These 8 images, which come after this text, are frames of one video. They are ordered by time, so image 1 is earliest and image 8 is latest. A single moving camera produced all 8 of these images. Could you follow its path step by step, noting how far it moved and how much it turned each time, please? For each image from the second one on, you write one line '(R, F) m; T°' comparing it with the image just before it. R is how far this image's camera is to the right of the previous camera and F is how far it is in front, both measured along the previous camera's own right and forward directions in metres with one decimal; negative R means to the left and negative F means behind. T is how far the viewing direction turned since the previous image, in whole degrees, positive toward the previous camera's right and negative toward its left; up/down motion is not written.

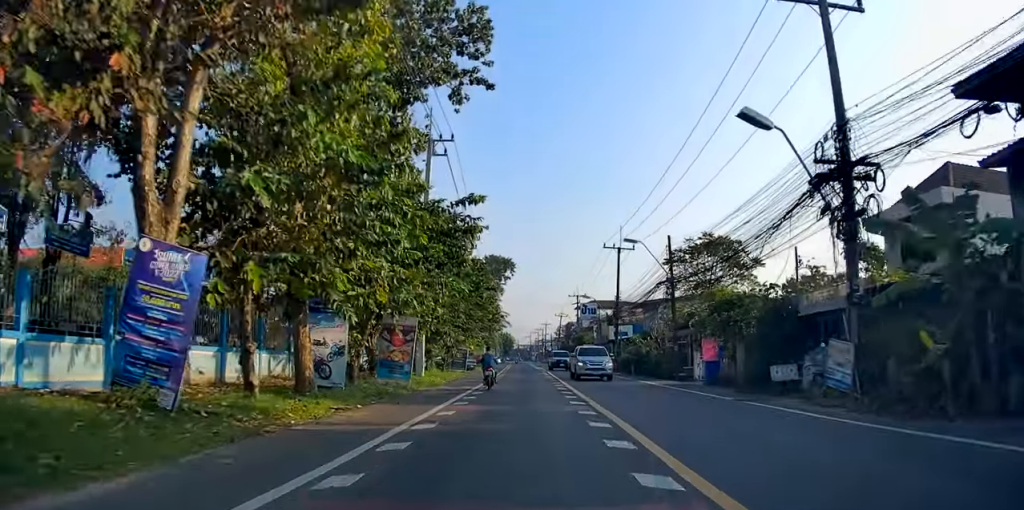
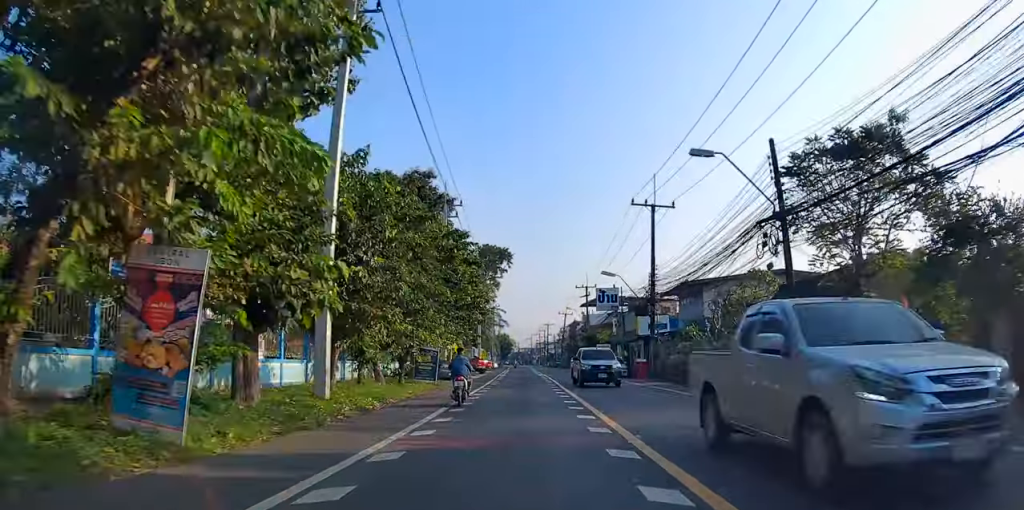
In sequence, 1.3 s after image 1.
(+0.1, +15.7) m; 0°
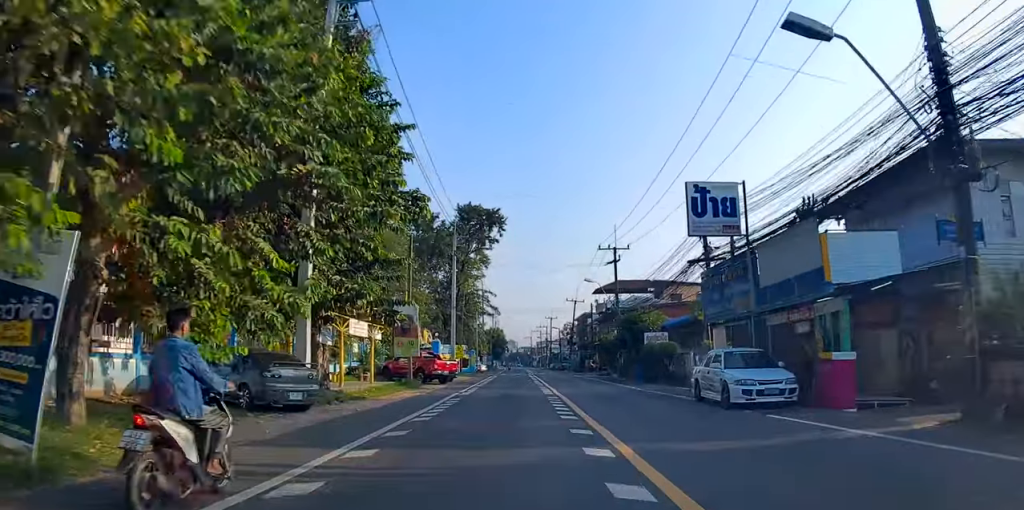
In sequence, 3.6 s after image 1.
(+0.8, +27.8) m; +4°
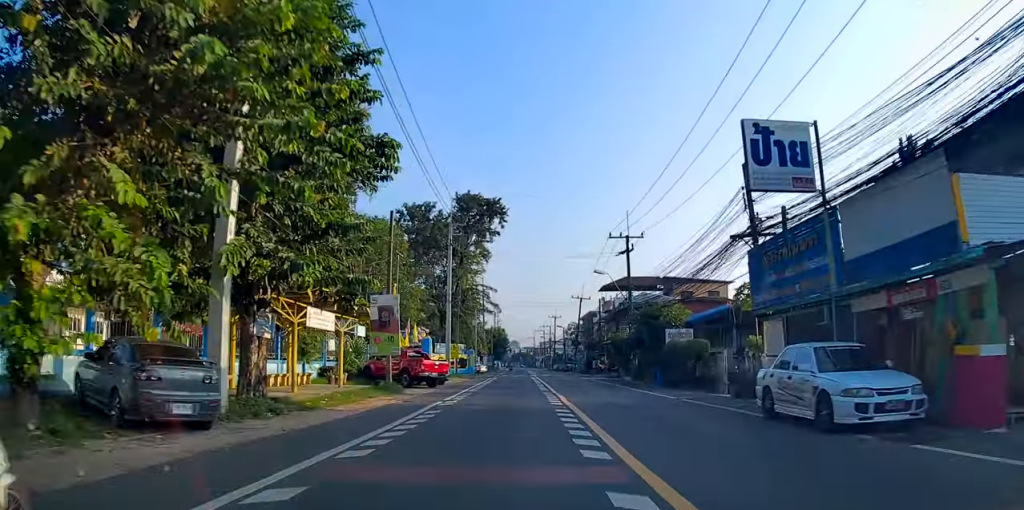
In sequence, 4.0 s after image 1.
(+0.3, +5.5) m; 0°
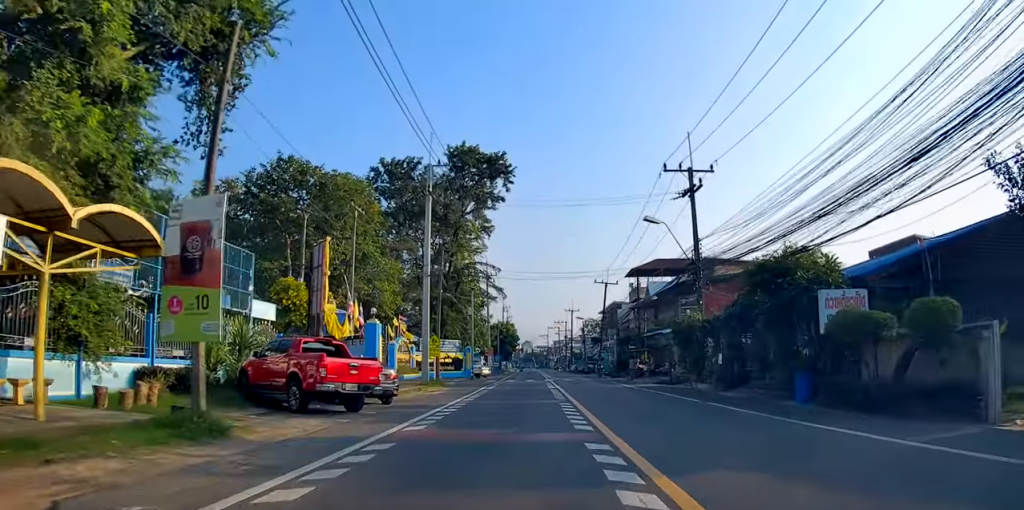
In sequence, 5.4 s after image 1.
(-0.8, +16.5) m; -4°
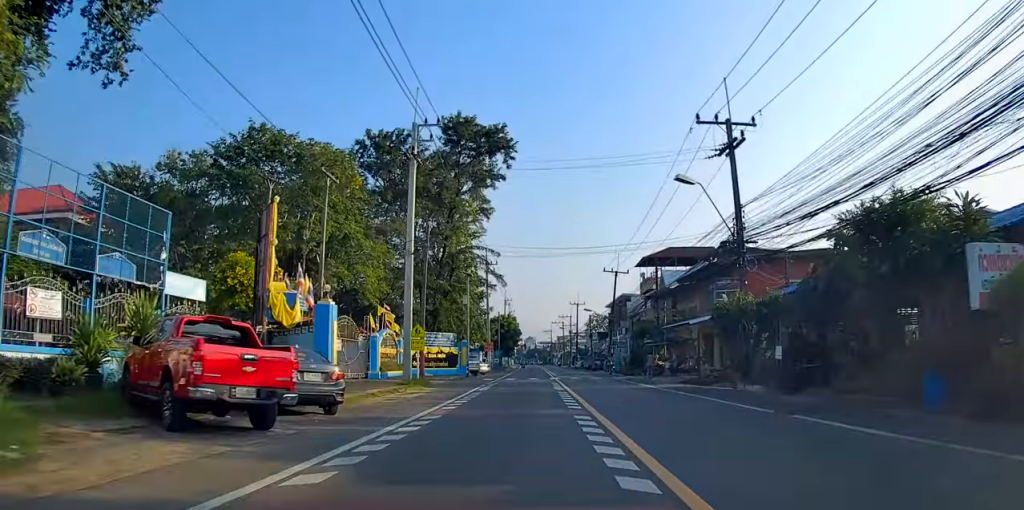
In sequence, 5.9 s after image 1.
(+0.1, +6.1) m; -2°
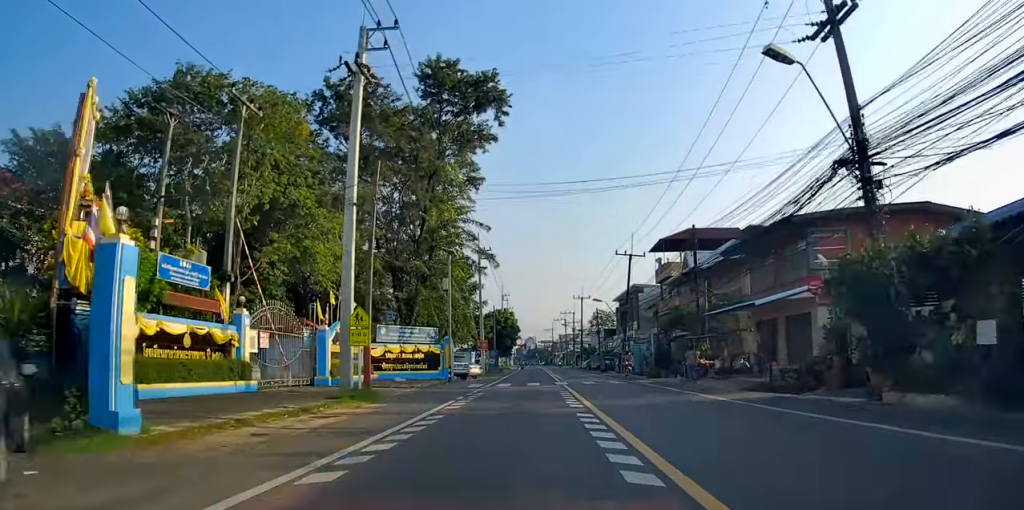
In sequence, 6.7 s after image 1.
(-0.5, +9.9) m; -1°
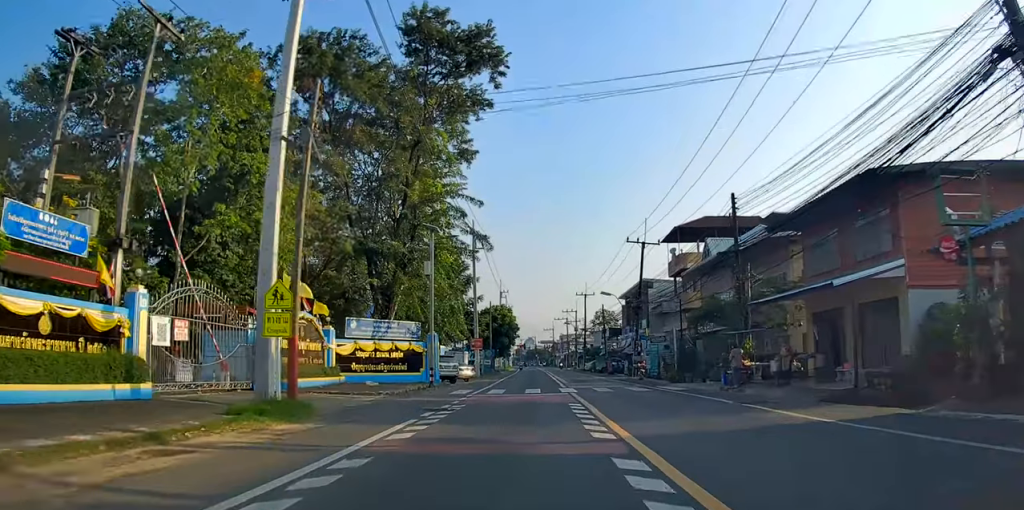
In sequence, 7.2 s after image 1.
(-0.2, +6.4) m; 0°
